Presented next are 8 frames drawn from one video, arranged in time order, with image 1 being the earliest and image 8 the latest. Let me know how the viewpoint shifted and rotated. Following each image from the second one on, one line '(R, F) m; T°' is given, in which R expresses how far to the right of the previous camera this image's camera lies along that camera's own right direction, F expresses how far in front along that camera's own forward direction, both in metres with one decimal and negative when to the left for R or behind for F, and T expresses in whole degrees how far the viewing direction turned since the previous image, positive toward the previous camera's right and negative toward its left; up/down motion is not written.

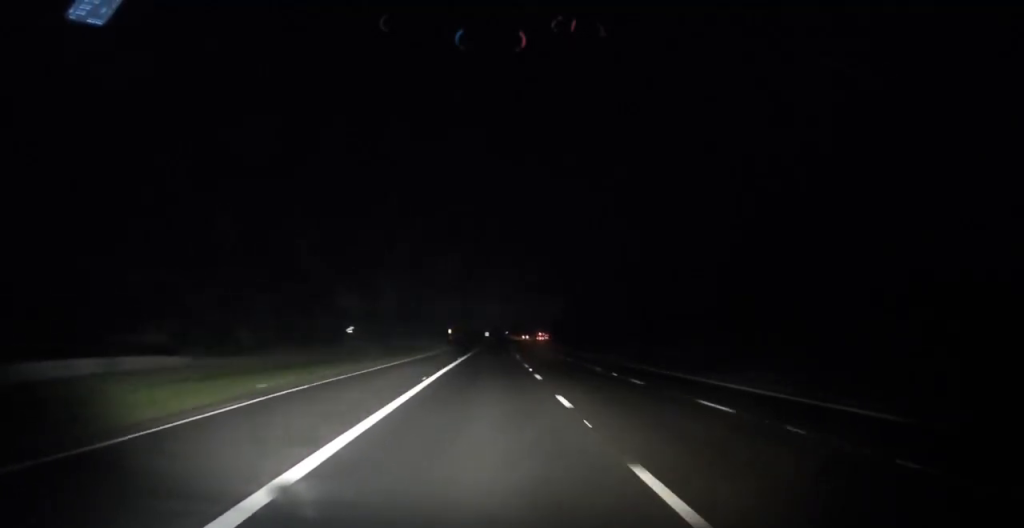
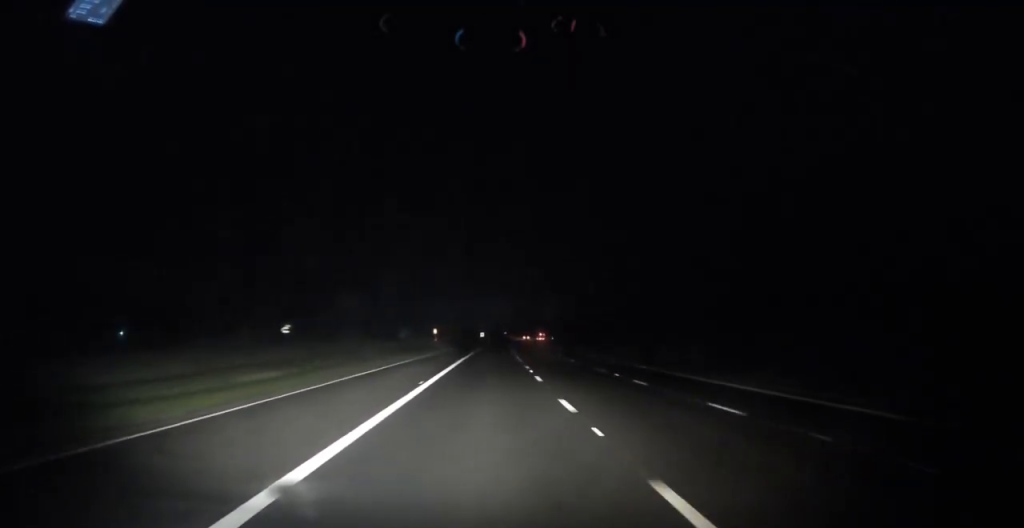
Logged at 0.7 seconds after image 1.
(+0.1, +19.5) m; 0°
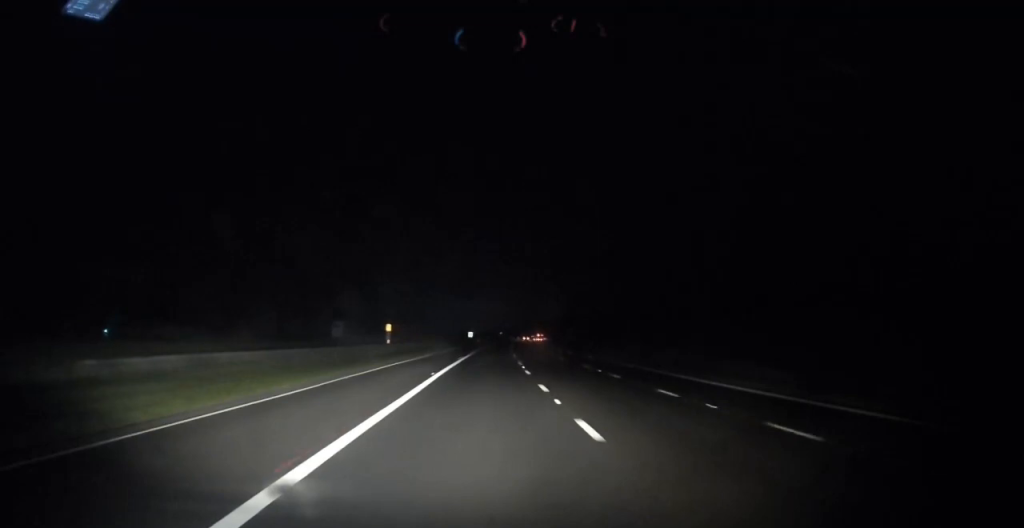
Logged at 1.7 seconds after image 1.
(+0.1, +31.2) m; 0°
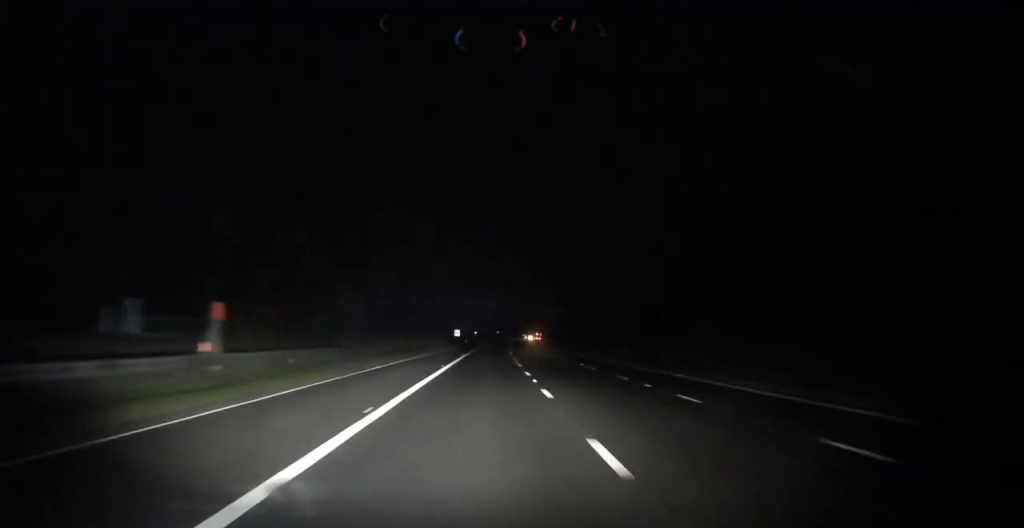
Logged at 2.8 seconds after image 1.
(+0.2, +30.2) m; +1°
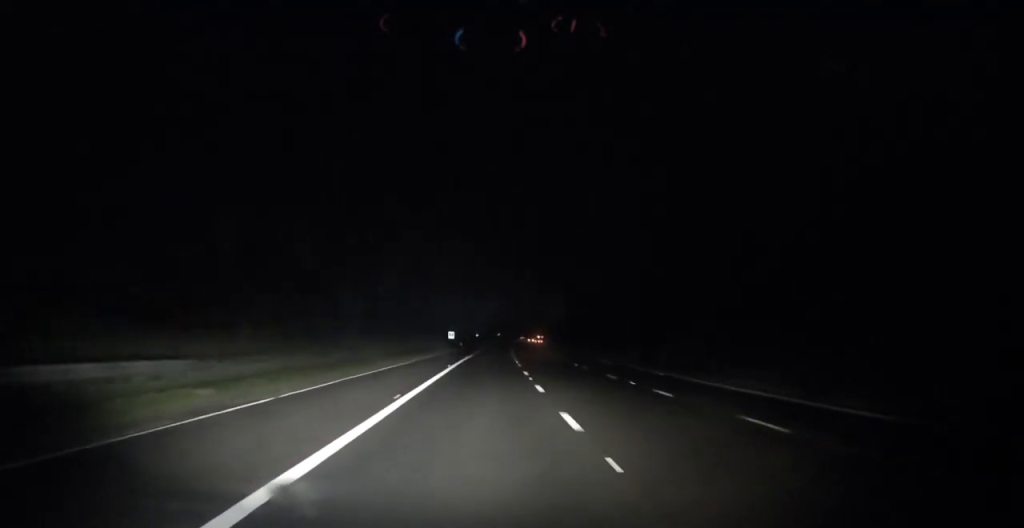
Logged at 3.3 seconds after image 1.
(+0.1, +14.6) m; 0°
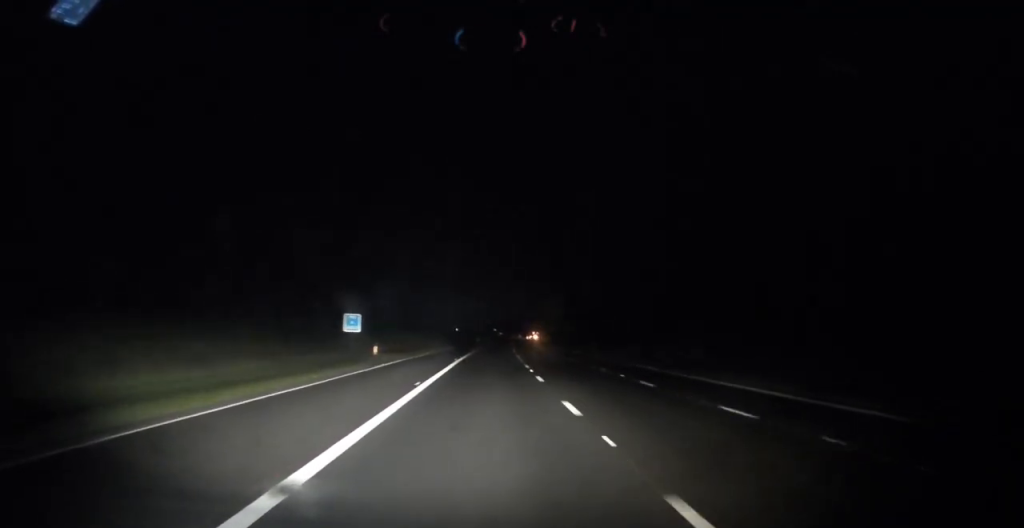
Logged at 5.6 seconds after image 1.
(+0.8, +68.2) m; +2°
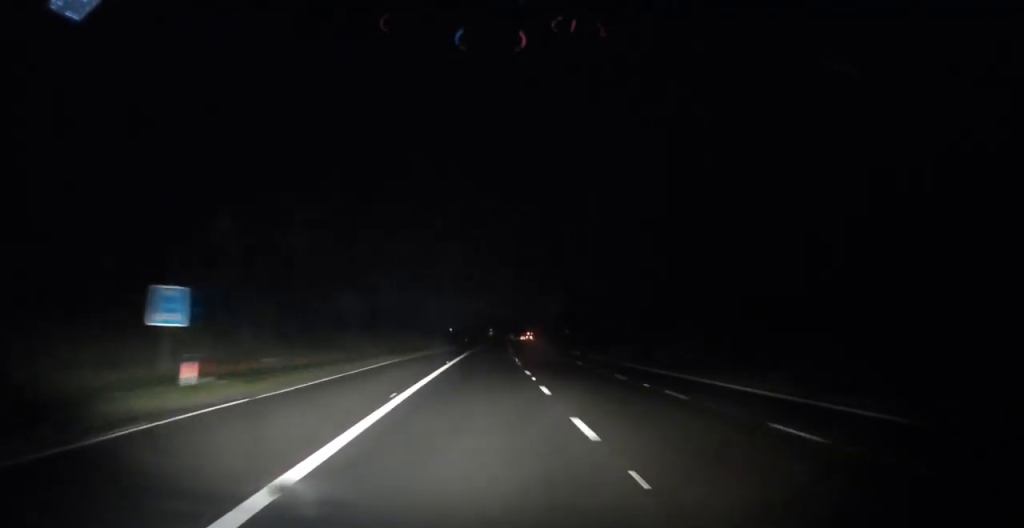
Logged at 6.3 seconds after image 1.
(+0.1, +21.5) m; 0°
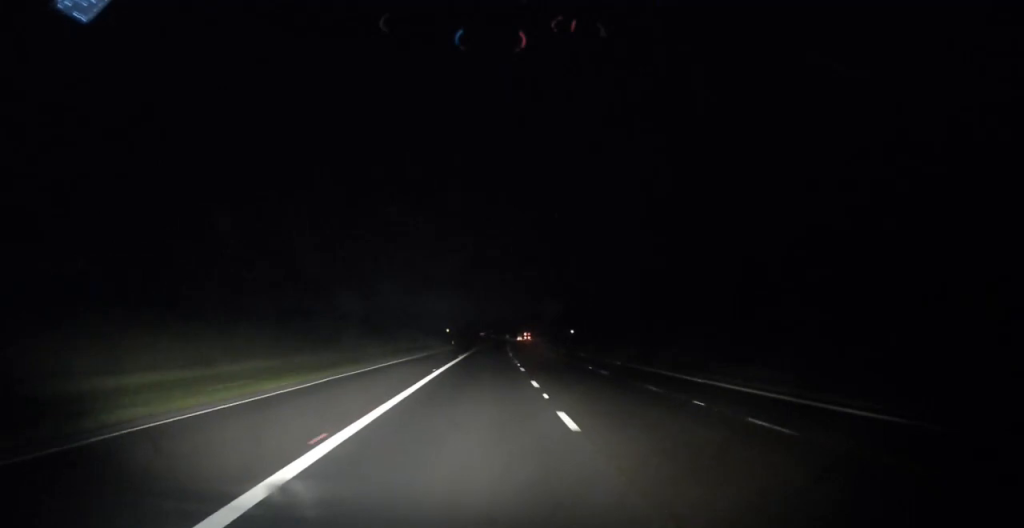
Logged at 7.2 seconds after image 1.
(+0.1, +24.4) m; 0°
